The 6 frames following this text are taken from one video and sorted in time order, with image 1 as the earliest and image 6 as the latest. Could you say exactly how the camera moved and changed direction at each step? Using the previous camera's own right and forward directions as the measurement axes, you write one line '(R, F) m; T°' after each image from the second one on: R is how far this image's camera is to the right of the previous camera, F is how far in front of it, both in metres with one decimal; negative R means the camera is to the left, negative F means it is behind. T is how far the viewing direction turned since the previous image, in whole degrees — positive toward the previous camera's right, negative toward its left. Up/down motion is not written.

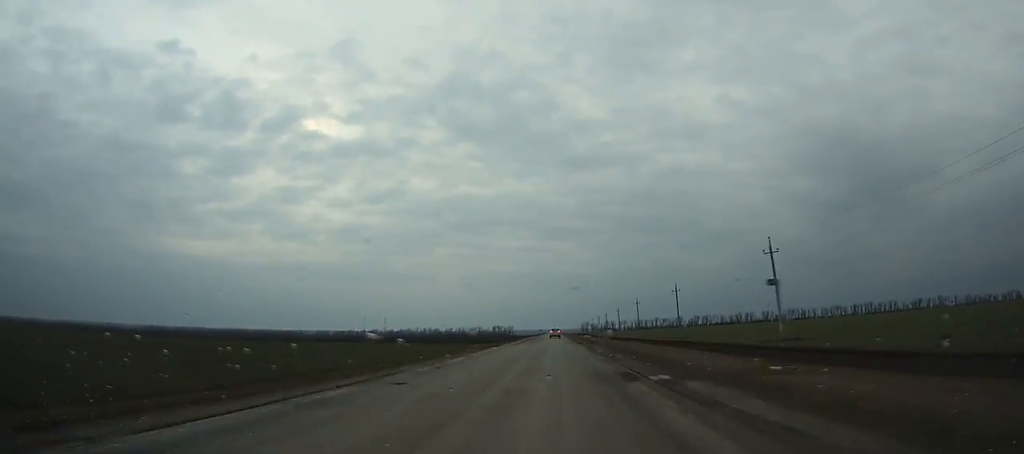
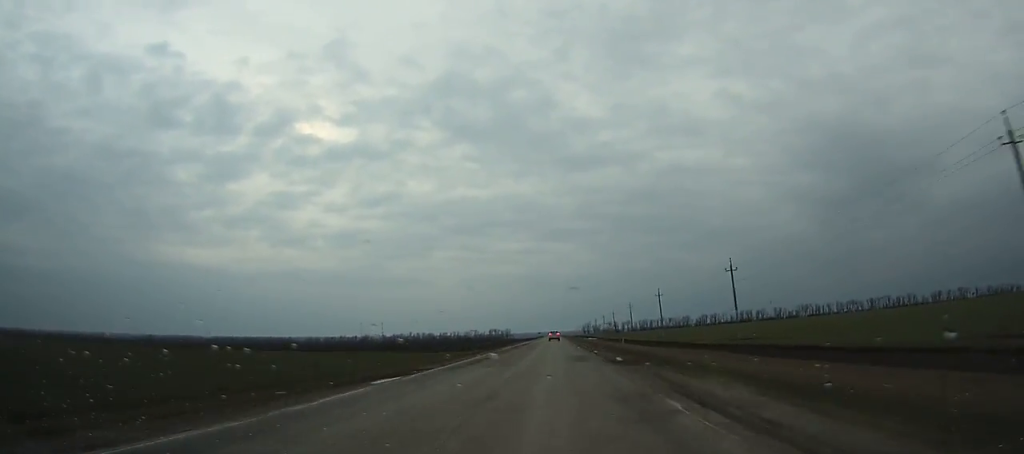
(+0.1, +32.2) m; 0°
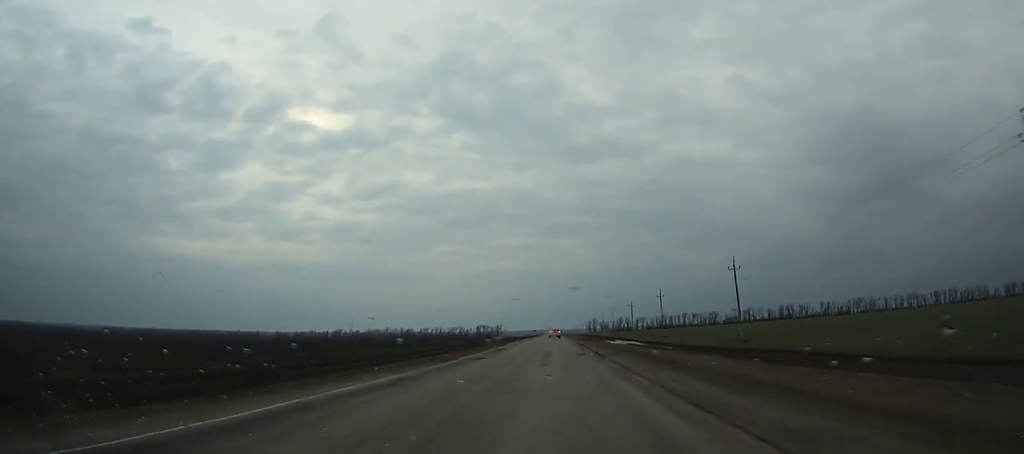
(-0.3, +94.3) m; 0°
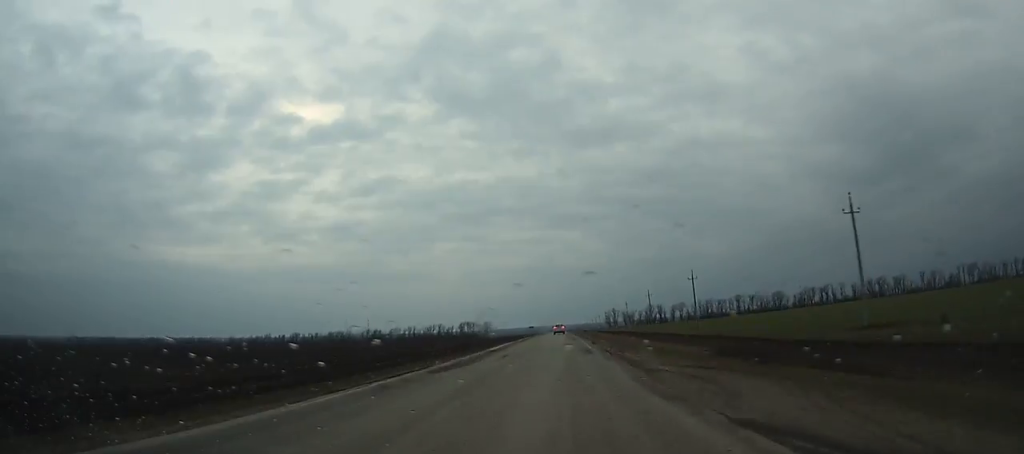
(-0.2, +121.4) m; 0°
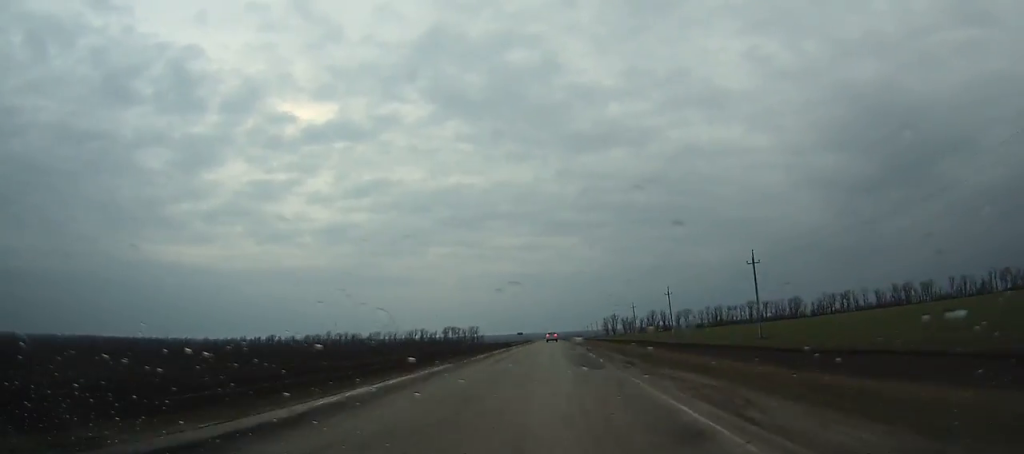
(0.0, +31.7) m; 0°
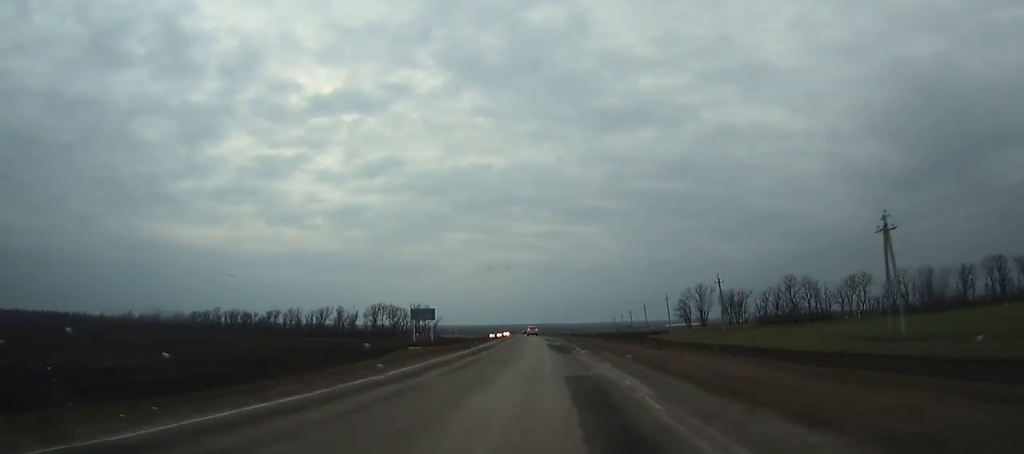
(-1.5, +166.5) m; -3°
